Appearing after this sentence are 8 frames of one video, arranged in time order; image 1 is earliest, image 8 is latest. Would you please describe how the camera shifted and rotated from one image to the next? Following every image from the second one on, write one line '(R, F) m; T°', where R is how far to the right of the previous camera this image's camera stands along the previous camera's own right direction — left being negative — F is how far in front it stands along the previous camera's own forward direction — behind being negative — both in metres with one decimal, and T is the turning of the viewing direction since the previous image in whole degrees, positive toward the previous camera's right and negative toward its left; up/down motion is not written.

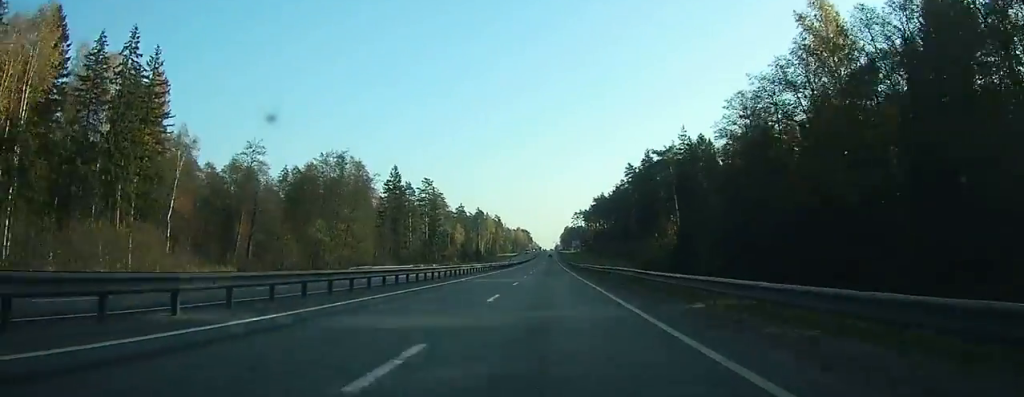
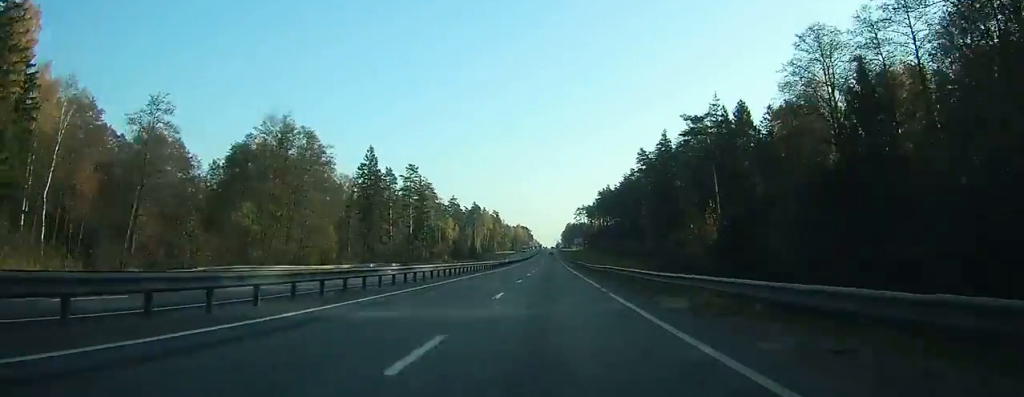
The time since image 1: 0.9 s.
(+0.1, +24.1) m; 0°
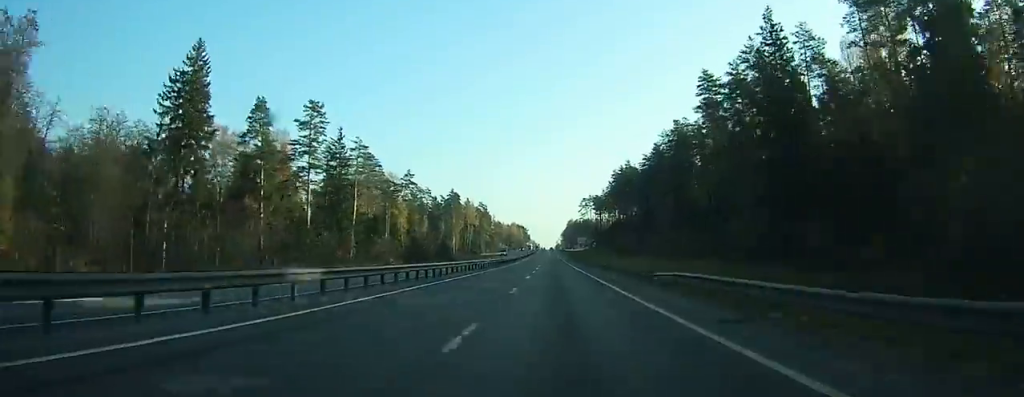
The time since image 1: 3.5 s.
(+0.2, +67.7) m; 0°
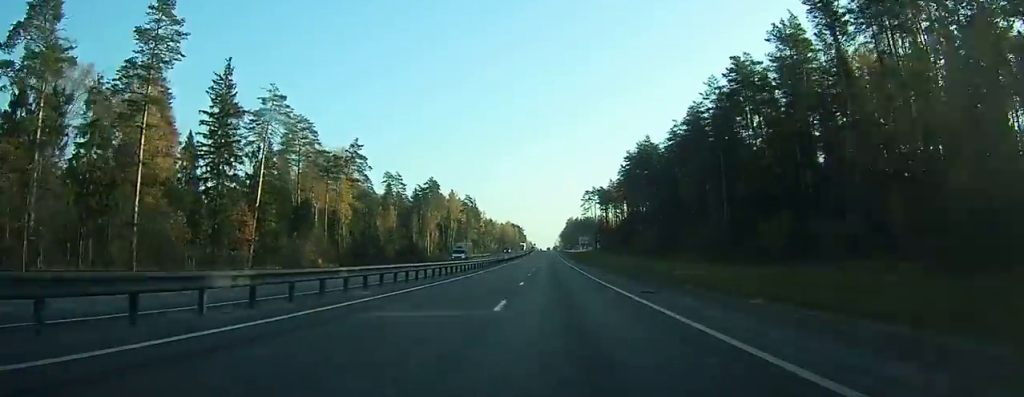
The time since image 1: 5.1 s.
(+0.2, +39.6) m; 0°
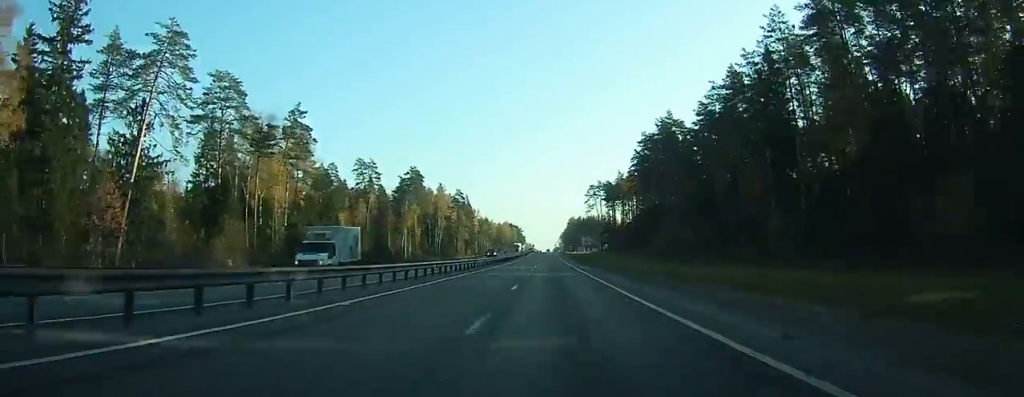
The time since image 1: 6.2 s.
(0.0, +26.8) m; 0°
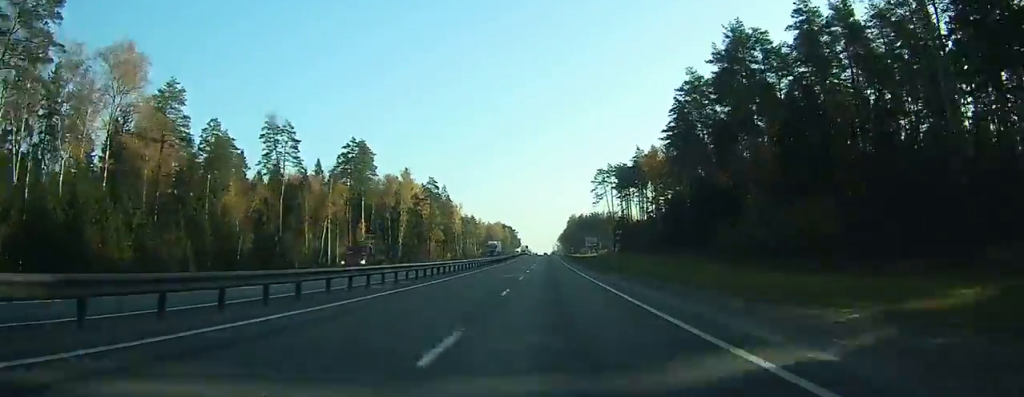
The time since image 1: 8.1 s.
(0.0, +49.1) m; 0°
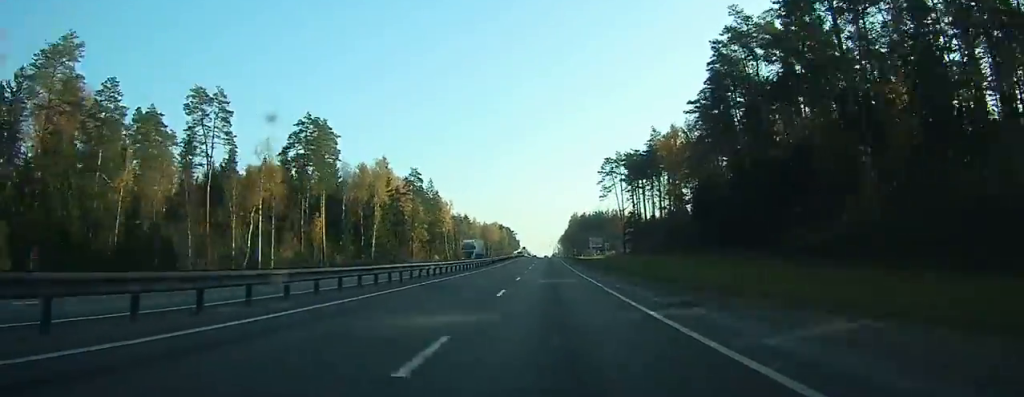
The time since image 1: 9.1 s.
(0.0, +23.9) m; 0°
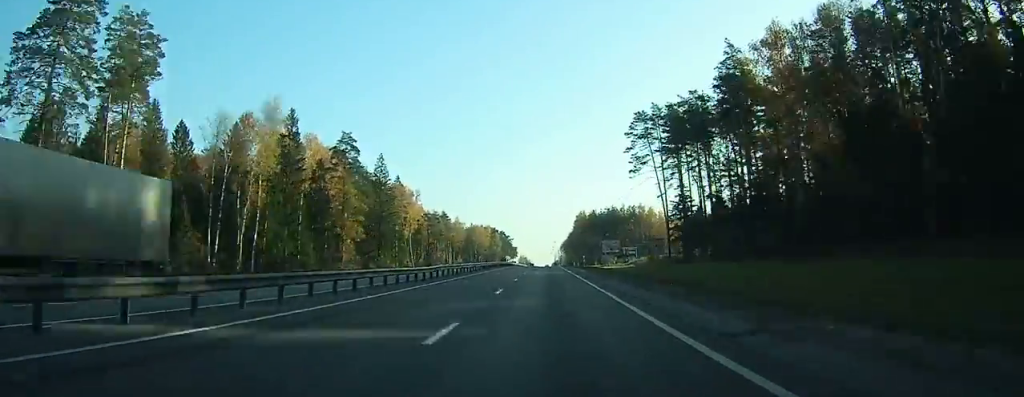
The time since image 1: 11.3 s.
(-0.1, +57.0) m; 0°
